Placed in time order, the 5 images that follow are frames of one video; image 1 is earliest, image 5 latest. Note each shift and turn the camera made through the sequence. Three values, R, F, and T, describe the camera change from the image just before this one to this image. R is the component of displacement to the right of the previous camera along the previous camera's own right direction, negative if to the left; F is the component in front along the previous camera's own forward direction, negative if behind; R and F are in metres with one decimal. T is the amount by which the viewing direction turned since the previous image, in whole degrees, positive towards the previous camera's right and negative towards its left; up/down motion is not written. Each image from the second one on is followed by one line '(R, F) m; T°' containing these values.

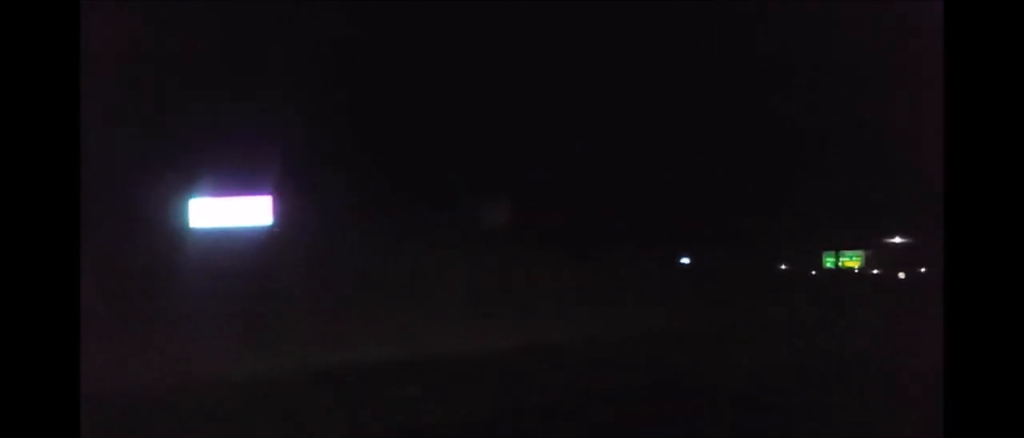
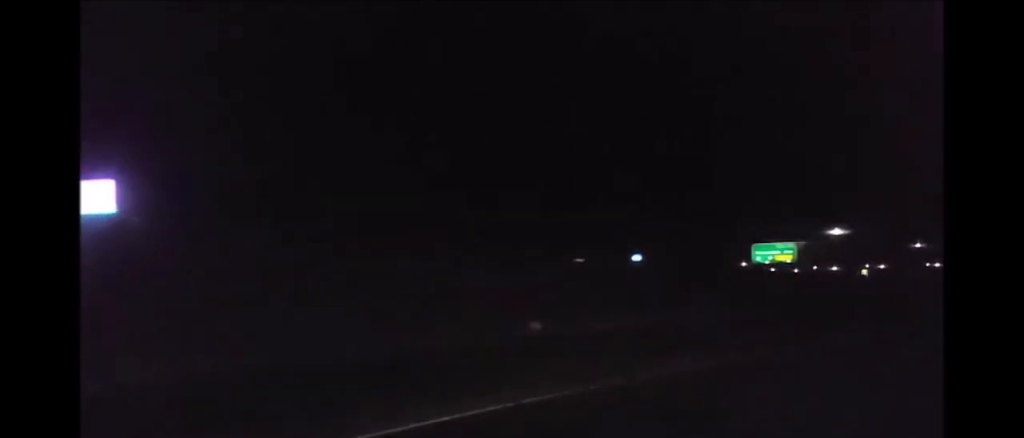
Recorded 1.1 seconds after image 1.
(+1.2, +19.2) m; +2°
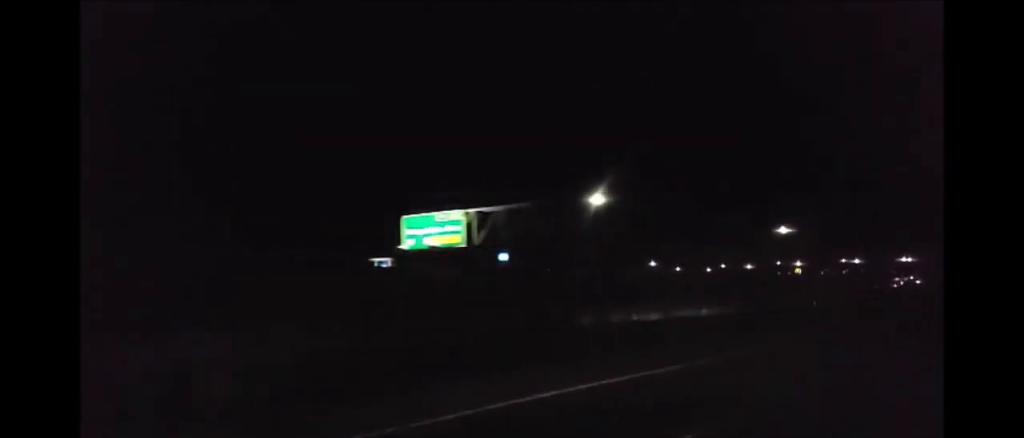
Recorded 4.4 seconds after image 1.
(-0.1, +56.8) m; +1°
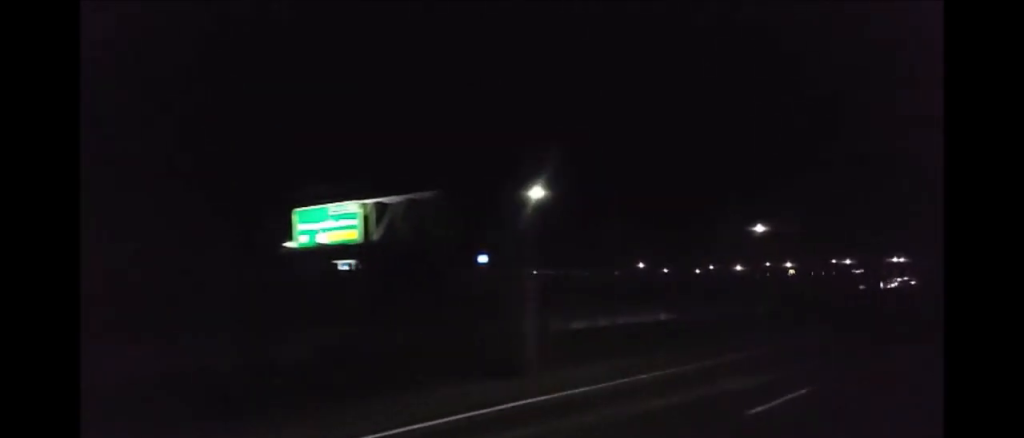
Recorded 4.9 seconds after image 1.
(-0.2, +9.2) m; 0°
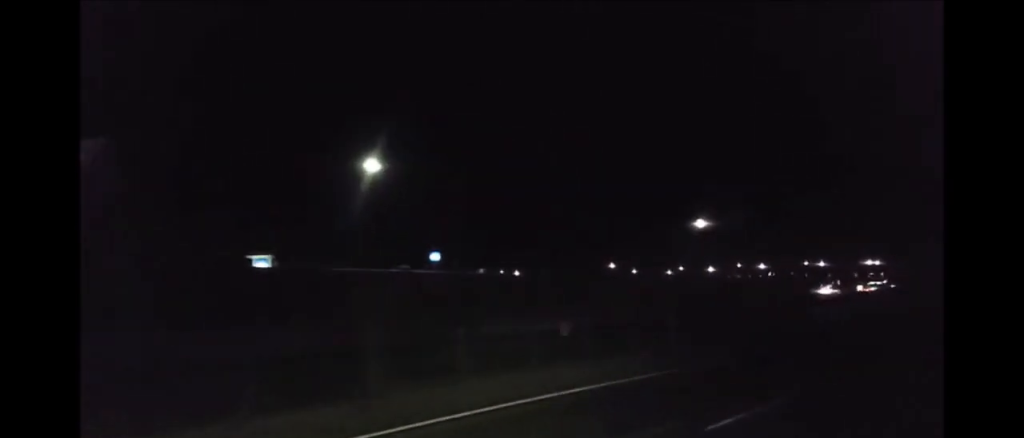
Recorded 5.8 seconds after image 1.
(+0.1, +15.1) m; +2°
